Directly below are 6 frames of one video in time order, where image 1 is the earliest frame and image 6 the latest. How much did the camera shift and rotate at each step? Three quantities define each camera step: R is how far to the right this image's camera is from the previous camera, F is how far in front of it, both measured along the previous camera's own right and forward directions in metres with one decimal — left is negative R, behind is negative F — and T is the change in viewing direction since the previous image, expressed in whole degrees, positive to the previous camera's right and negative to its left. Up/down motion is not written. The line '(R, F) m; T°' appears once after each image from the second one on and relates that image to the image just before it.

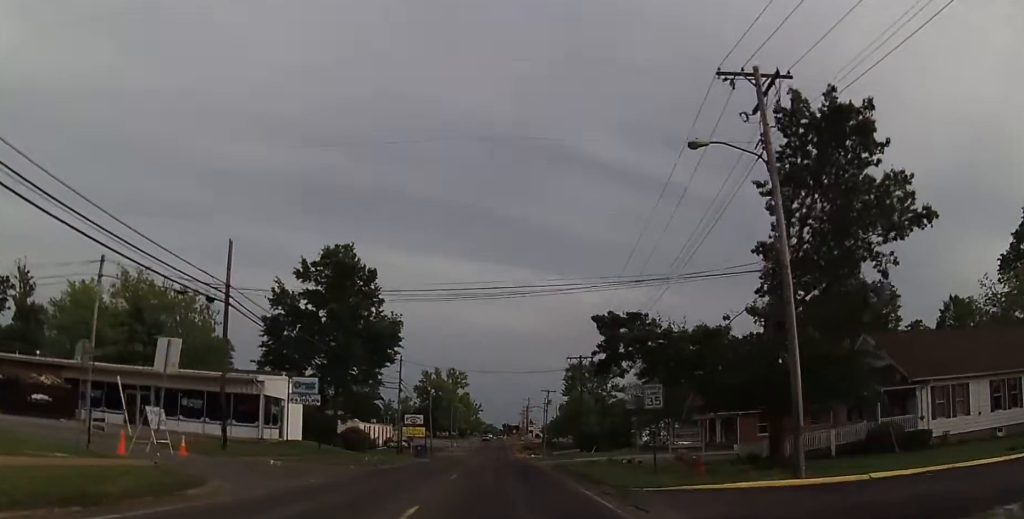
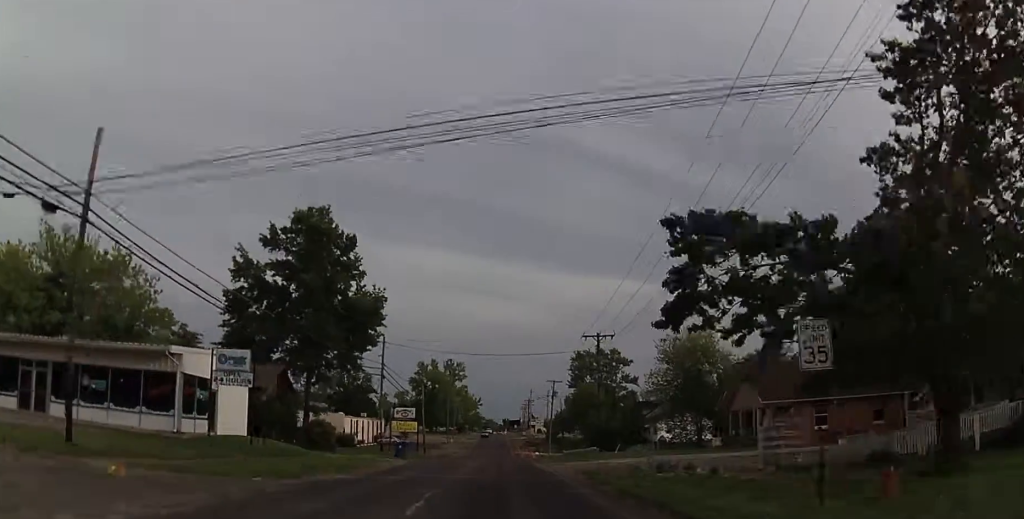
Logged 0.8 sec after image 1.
(0.0, +11.1) m; 0°
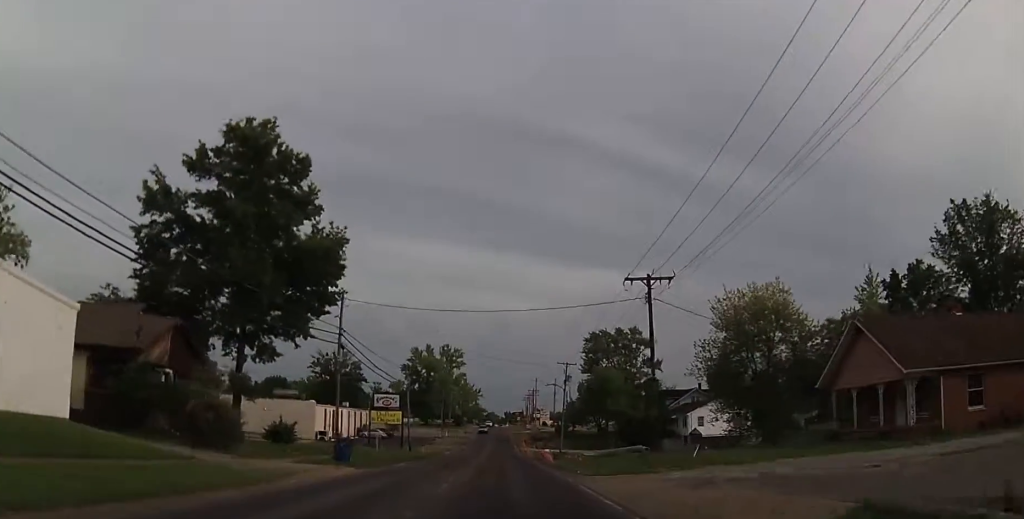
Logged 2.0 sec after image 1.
(0.0, +16.9) m; 0°
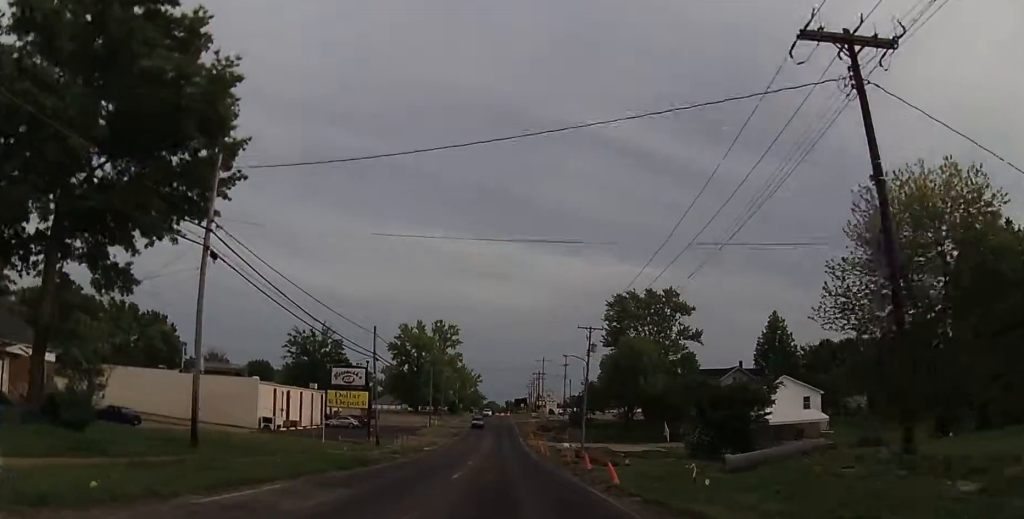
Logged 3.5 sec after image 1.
(0.0, +21.4) m; 0°
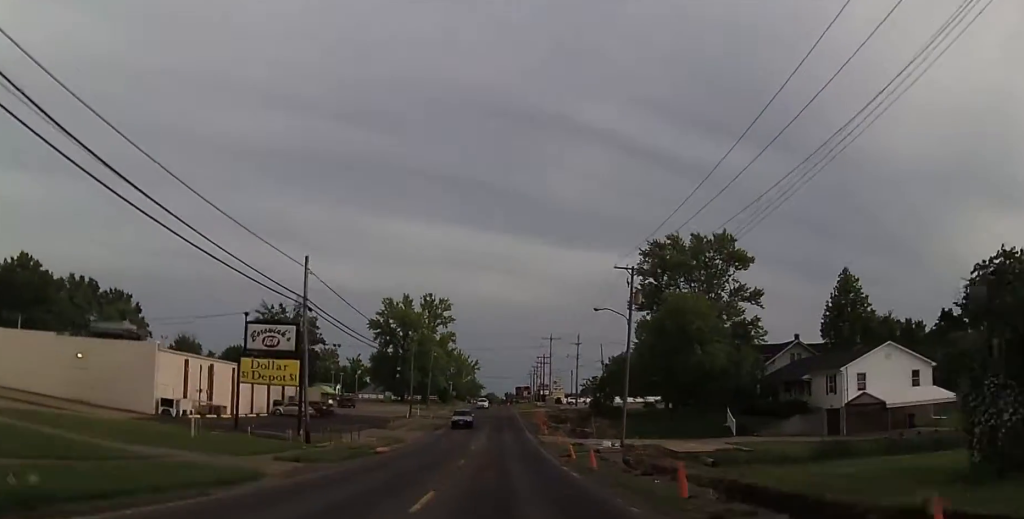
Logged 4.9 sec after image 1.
(0.0, +20.8) m; 0°
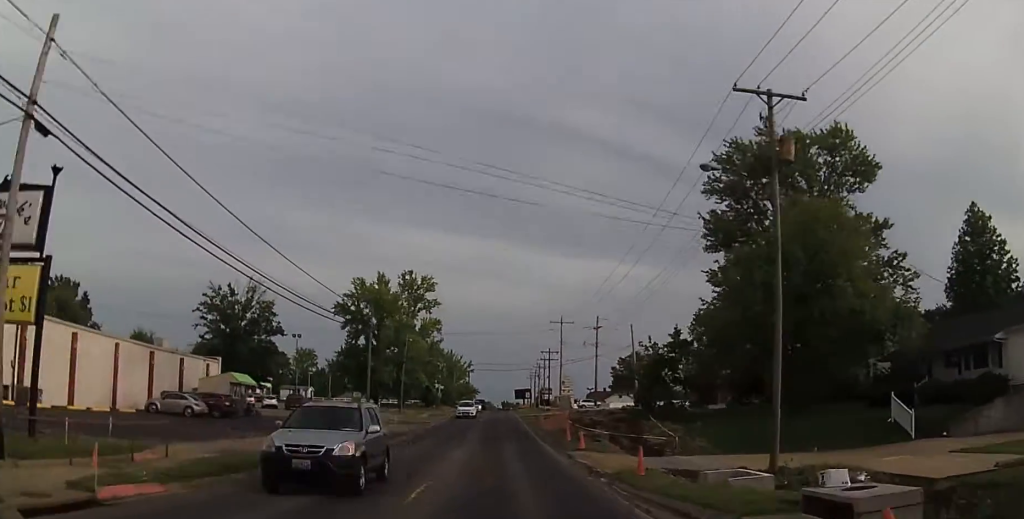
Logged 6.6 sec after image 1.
(0.0, +24.5) m; 0°
